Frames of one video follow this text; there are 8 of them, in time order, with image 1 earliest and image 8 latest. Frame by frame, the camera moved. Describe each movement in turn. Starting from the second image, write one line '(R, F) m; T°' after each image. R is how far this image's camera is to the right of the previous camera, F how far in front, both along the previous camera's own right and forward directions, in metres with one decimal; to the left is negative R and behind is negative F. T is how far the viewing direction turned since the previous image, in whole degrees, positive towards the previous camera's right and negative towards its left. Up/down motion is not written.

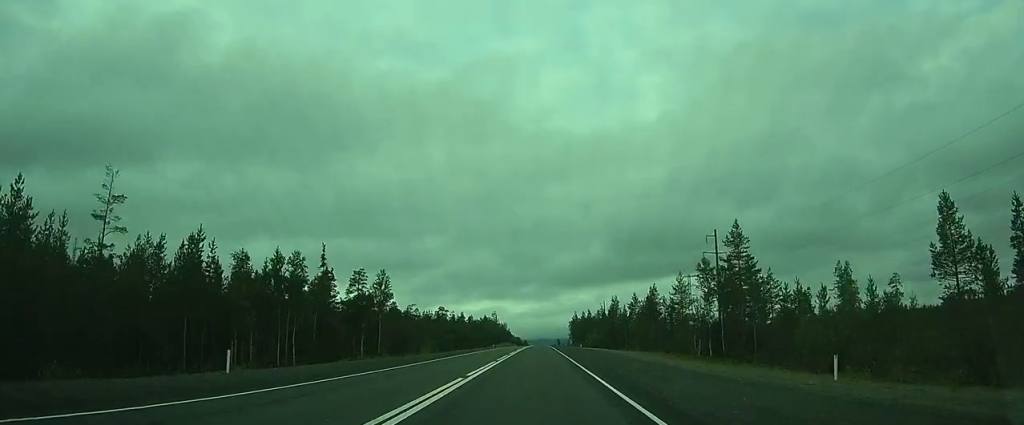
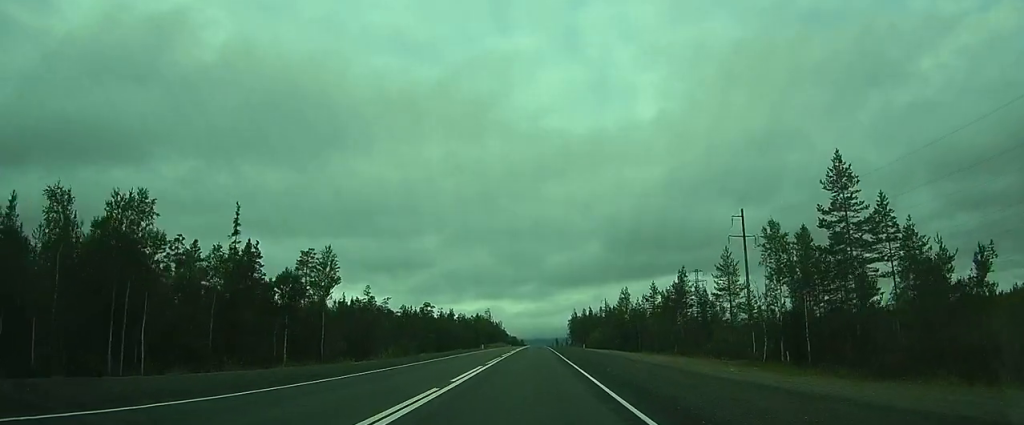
(+0.1, +15.9) m; 0°
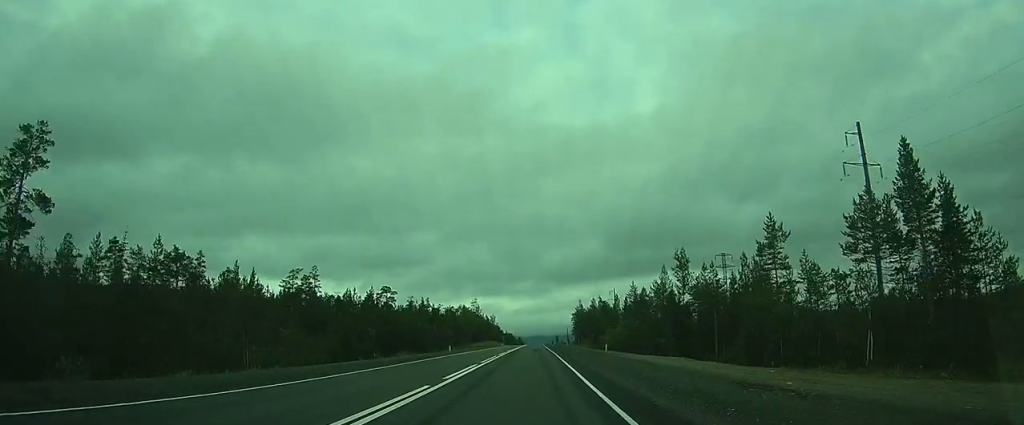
(-0.5, +35.2) m; -1°
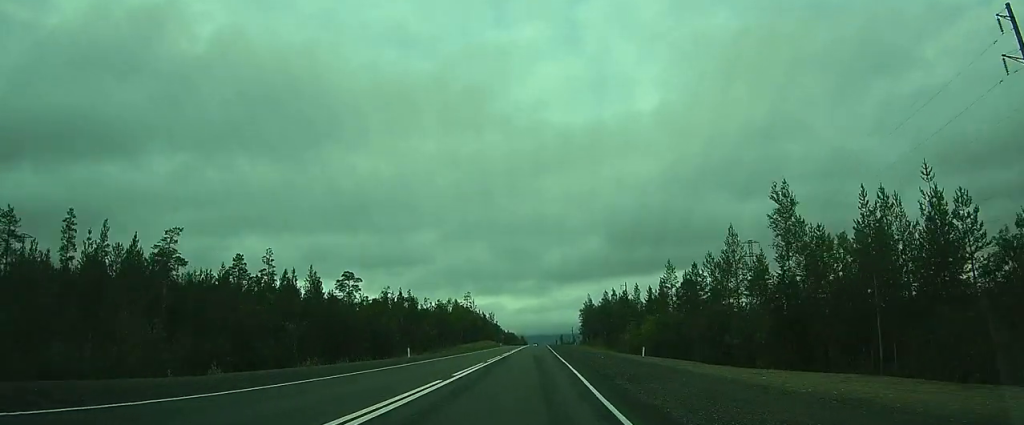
(+0.2, +21.5) m; +1°
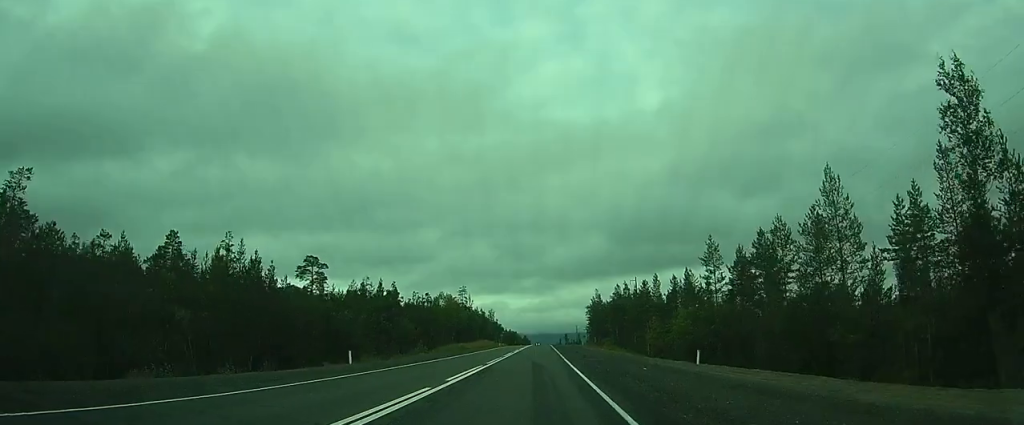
(0.0, +14.2) m; 0°
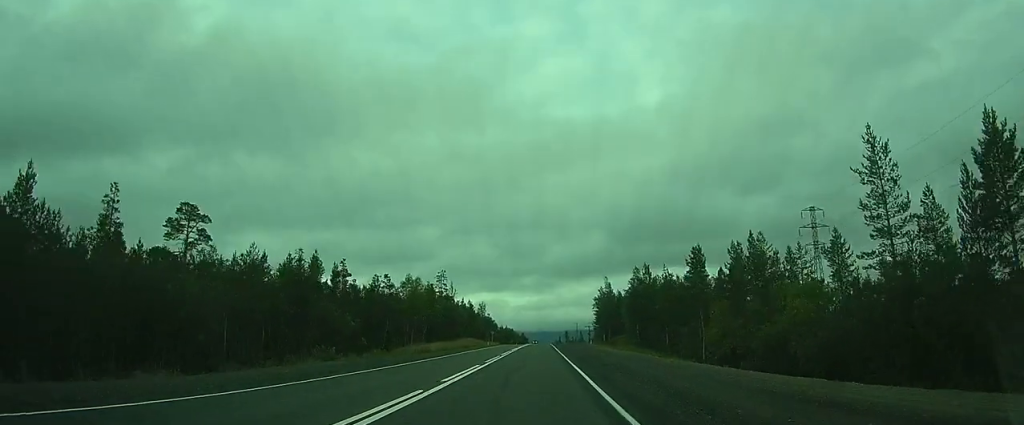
(-0.1, +24.7) m; 0°
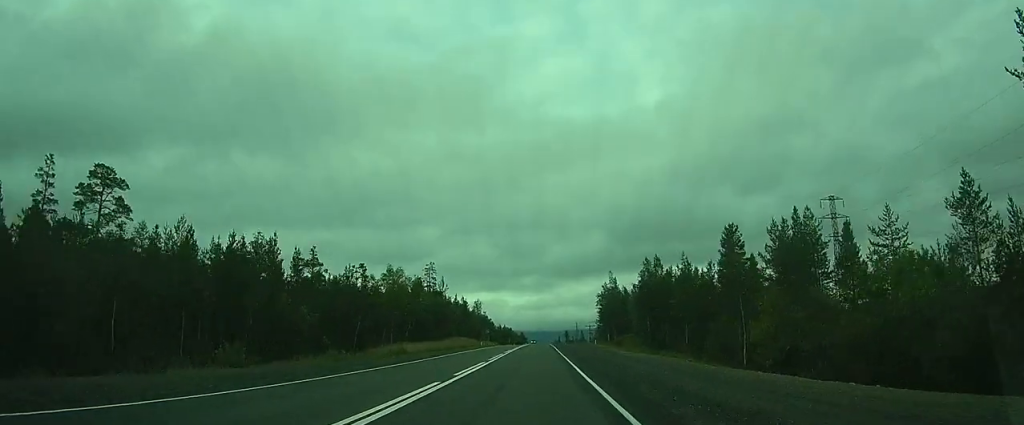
(0.0, +9.7) m; 0°
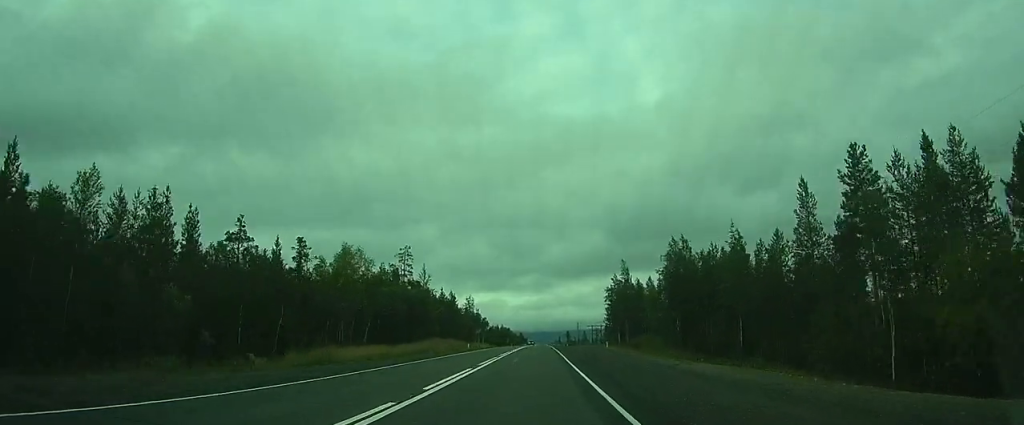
(0.0, +16.4) m; -1°
